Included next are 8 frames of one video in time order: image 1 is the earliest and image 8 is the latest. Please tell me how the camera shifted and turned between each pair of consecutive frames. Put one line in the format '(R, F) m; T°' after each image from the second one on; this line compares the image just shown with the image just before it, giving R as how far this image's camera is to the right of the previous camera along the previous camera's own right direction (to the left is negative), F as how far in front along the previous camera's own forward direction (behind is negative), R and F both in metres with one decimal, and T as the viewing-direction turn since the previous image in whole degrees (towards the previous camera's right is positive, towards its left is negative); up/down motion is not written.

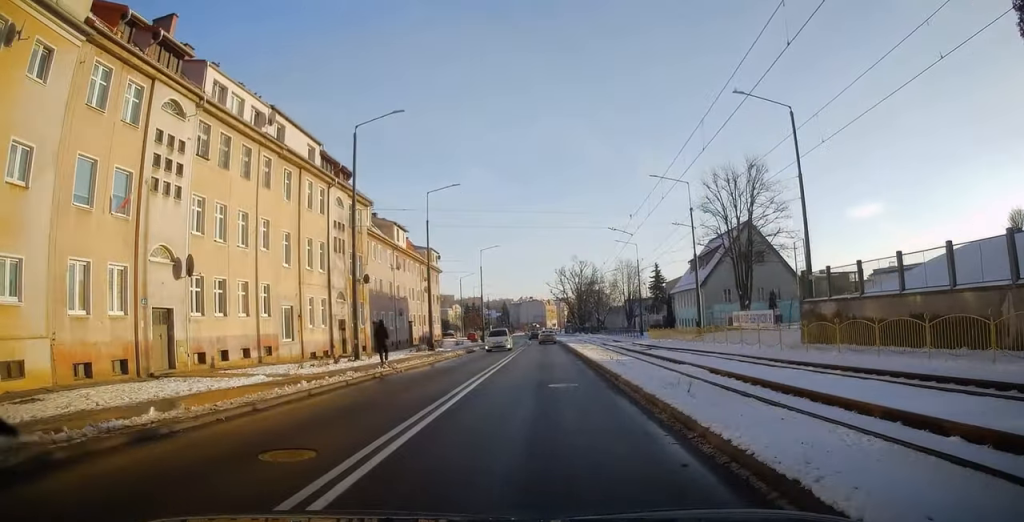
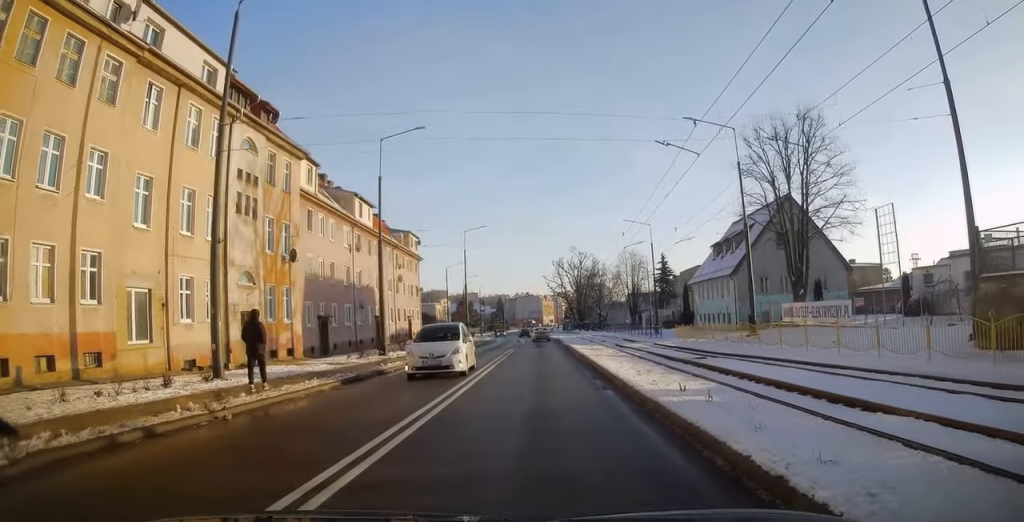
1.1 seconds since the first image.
(0.0, +12.6) m; 0°
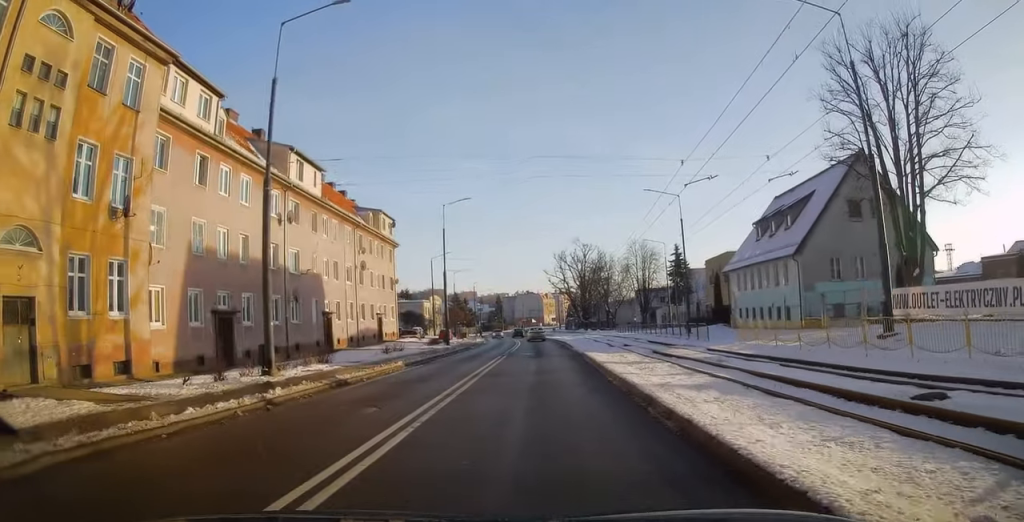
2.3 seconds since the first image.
(0.0, +14.0) m; 0°
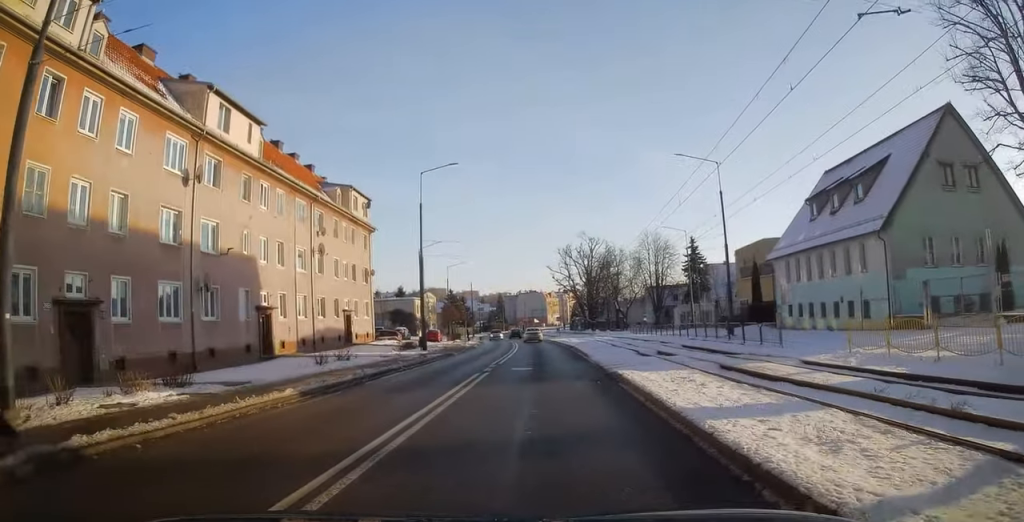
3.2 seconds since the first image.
(0.0, +10.8) m; -1°
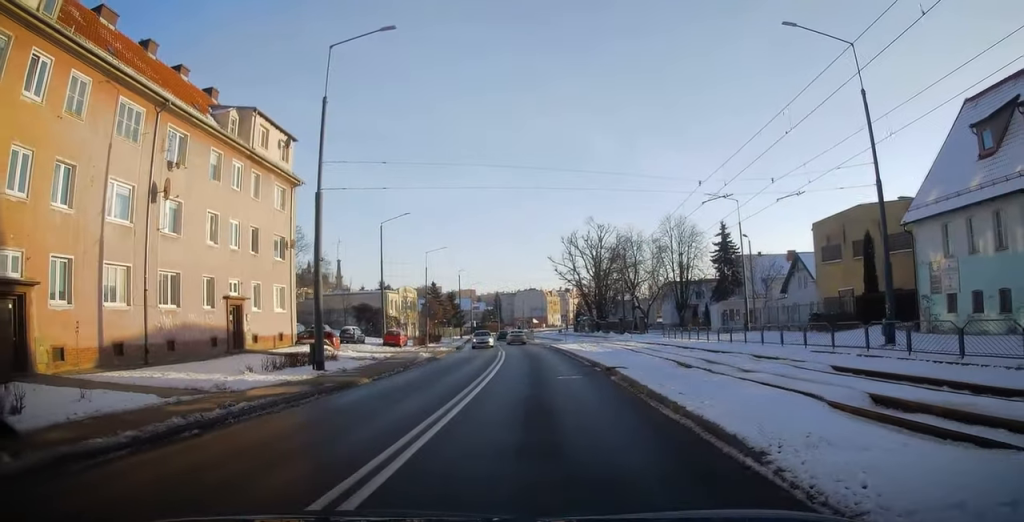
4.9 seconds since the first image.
(-0.2, +19.0) m; 0°
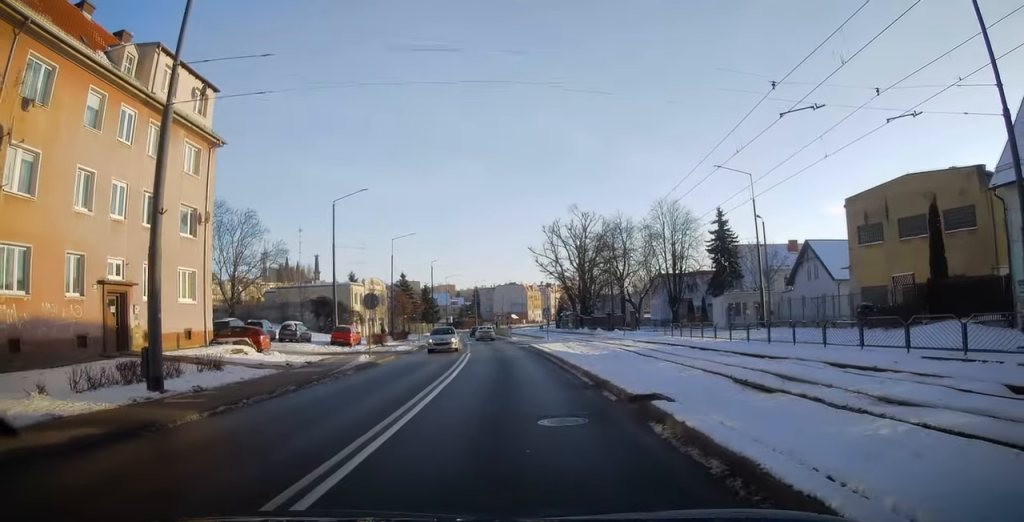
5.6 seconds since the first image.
(+0.1, +8.5) m; +1°
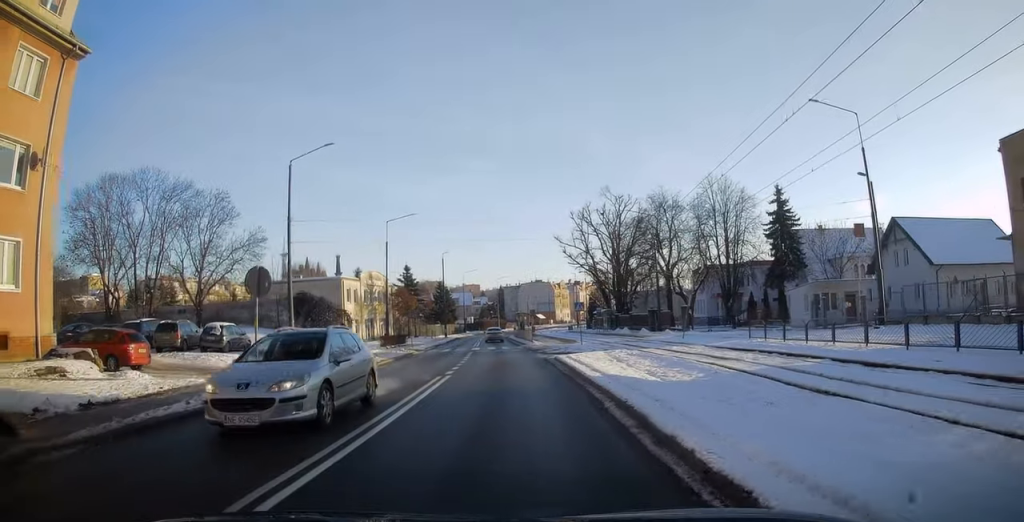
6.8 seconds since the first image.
(0.0, +13.7) m; -2°
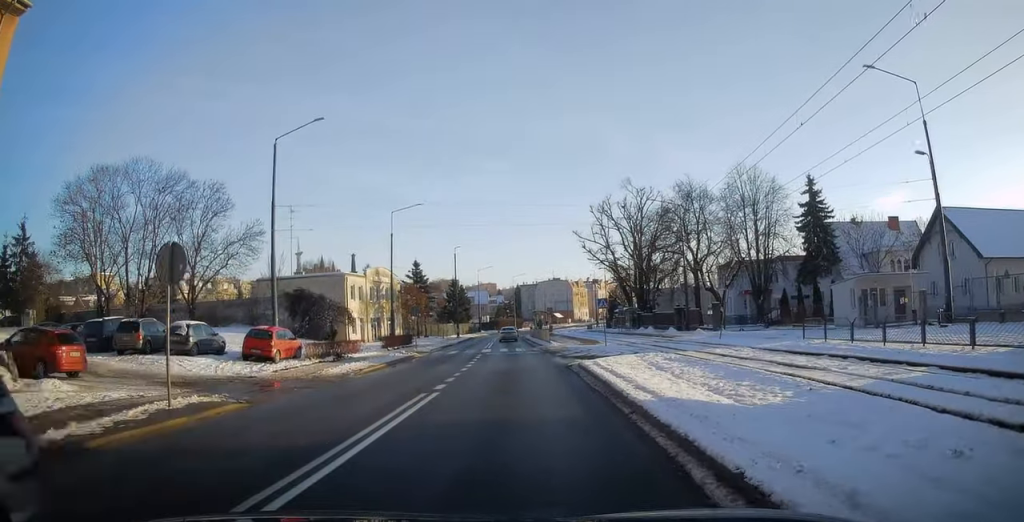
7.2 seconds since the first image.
(-0.1, +4.7) m; -1°
